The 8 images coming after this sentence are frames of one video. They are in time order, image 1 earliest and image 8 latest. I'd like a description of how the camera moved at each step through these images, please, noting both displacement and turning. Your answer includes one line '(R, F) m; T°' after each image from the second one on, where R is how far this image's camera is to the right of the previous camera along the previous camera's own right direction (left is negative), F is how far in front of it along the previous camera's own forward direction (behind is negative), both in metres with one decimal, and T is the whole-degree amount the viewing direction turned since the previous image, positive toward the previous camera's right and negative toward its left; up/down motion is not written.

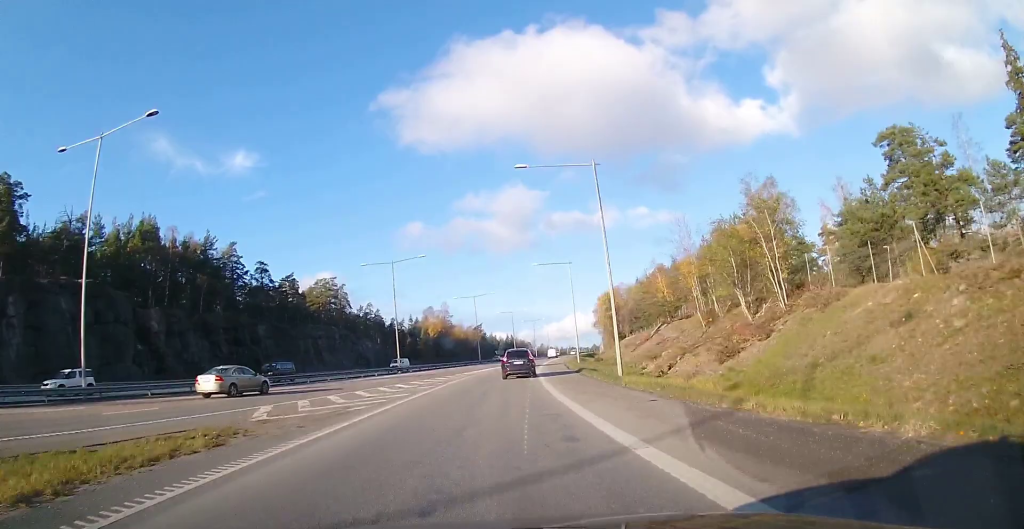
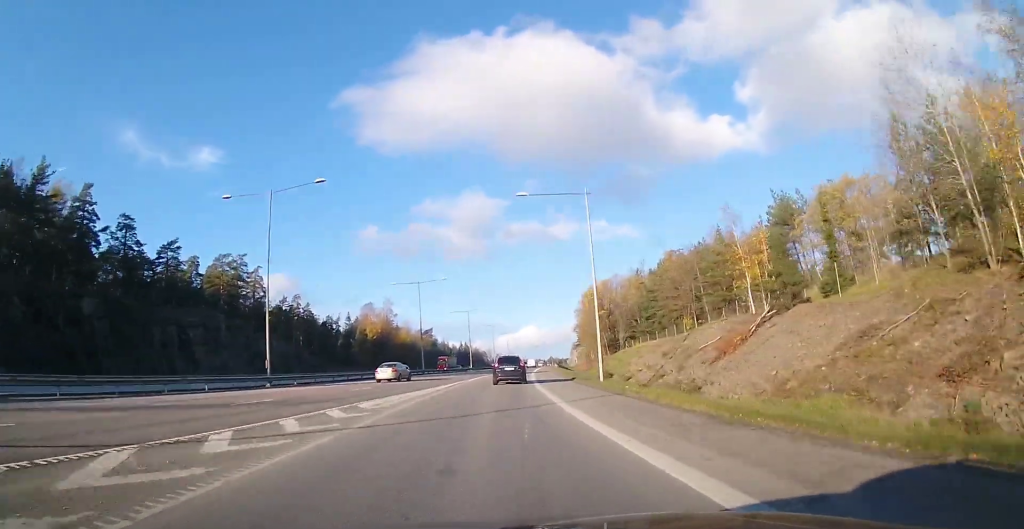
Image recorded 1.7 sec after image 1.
(+2.2, +34.2) m; +5°
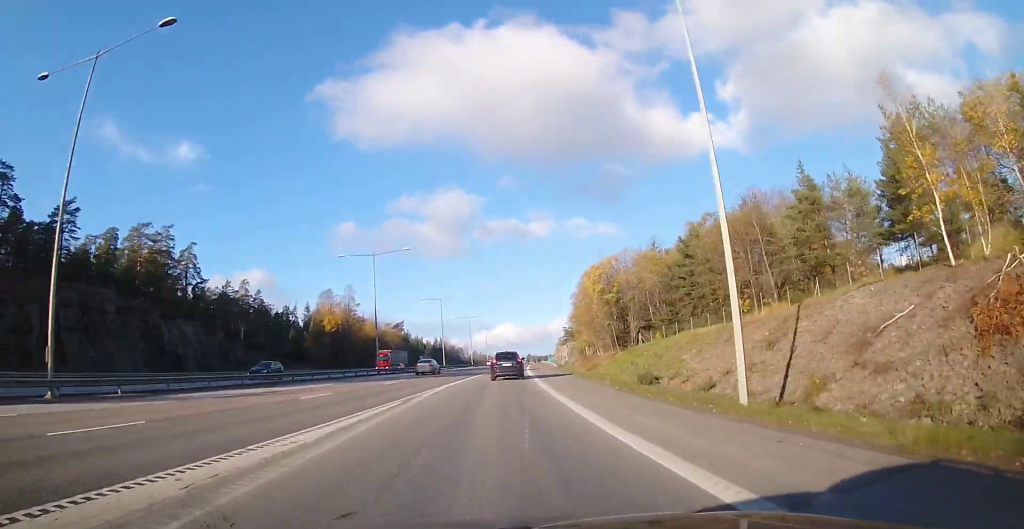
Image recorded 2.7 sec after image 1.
(0.0, +21.1) m; +2°
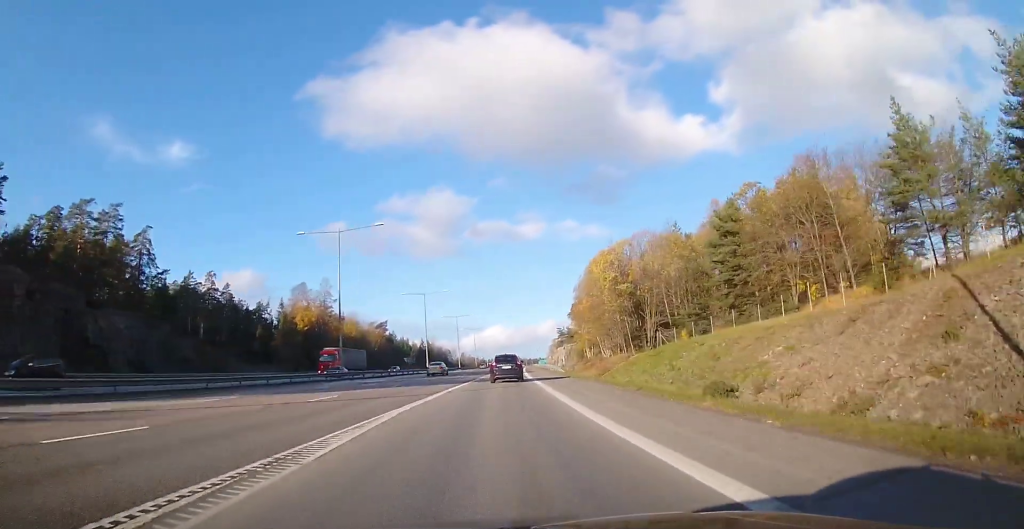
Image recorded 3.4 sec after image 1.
(+0.4, +12.7) m; +2°
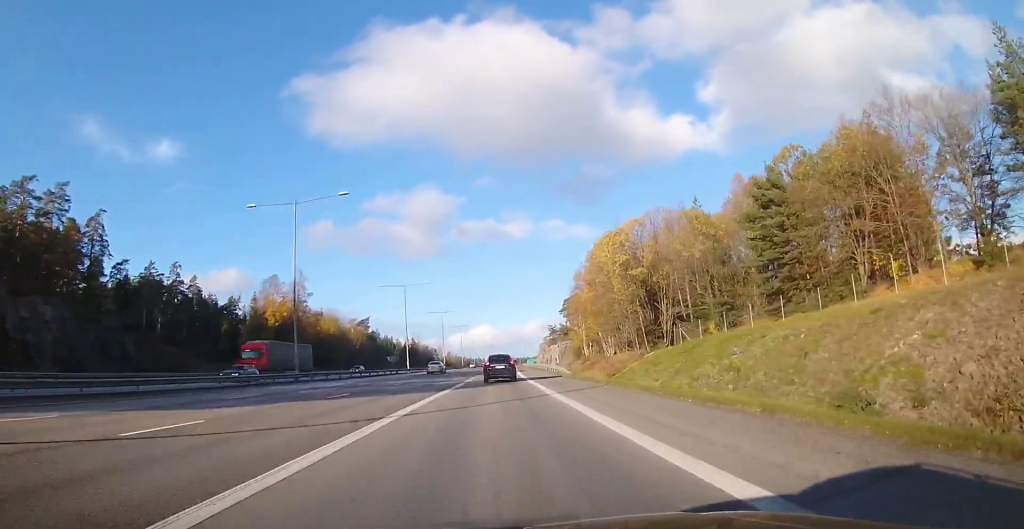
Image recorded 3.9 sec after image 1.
(+0.1, +10.1) m; +1°
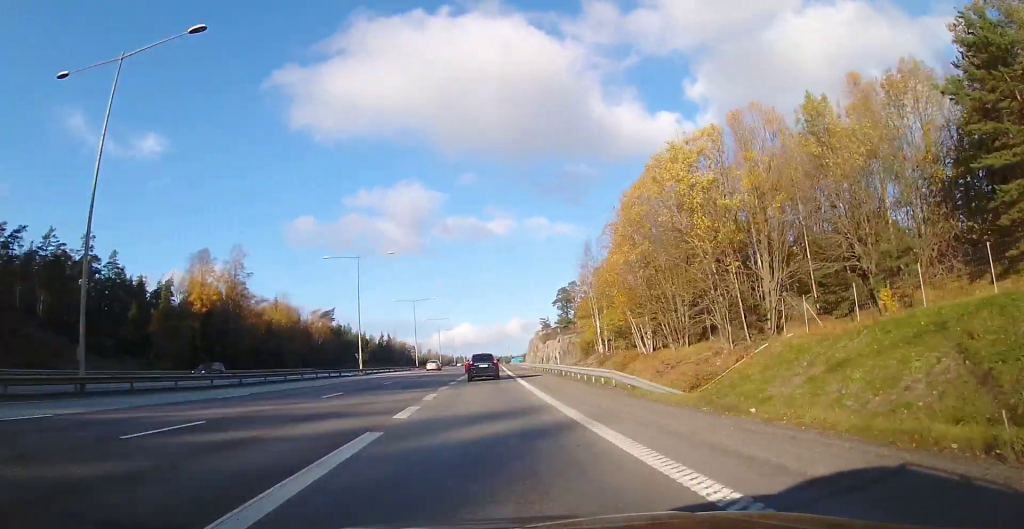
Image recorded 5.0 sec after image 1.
(+0.4, +23.9) m; +1°
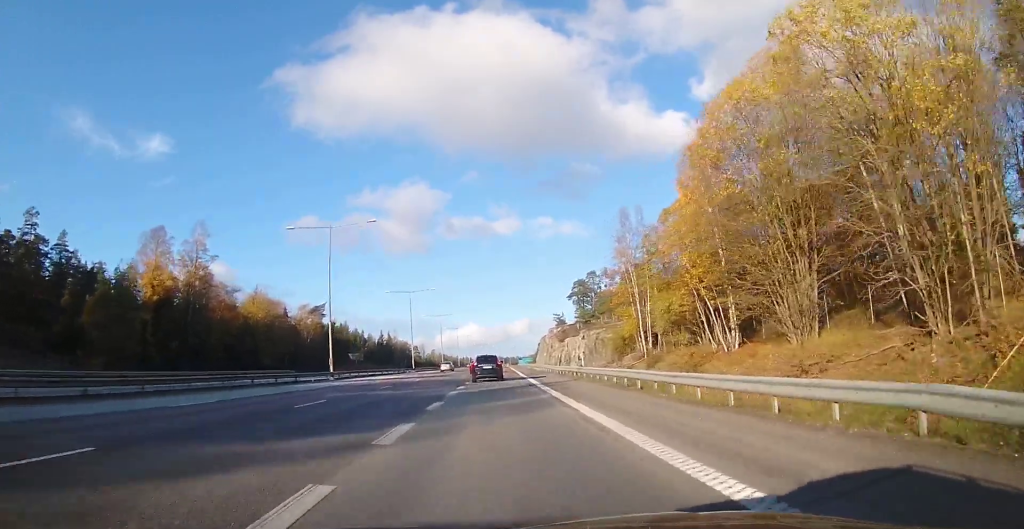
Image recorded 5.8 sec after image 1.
(0.0, +16.2) m; 0°
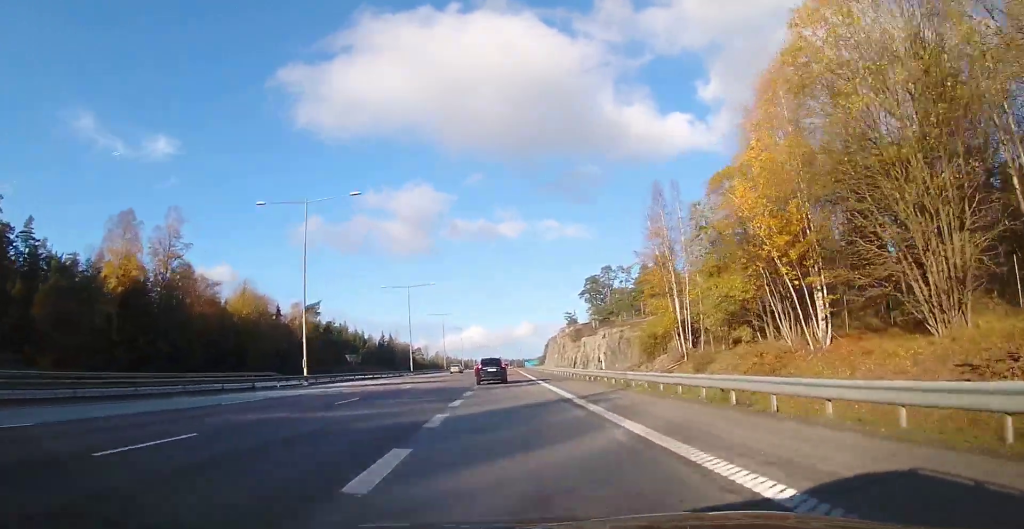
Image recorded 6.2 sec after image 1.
(0.0, +9.5) m; 0°
